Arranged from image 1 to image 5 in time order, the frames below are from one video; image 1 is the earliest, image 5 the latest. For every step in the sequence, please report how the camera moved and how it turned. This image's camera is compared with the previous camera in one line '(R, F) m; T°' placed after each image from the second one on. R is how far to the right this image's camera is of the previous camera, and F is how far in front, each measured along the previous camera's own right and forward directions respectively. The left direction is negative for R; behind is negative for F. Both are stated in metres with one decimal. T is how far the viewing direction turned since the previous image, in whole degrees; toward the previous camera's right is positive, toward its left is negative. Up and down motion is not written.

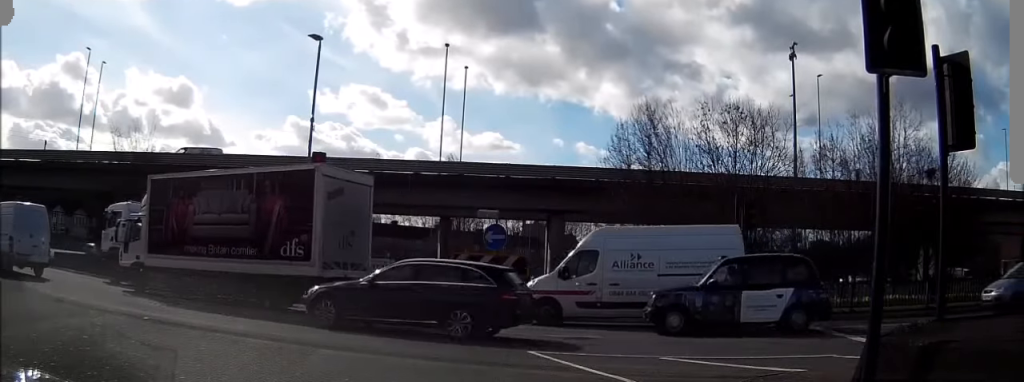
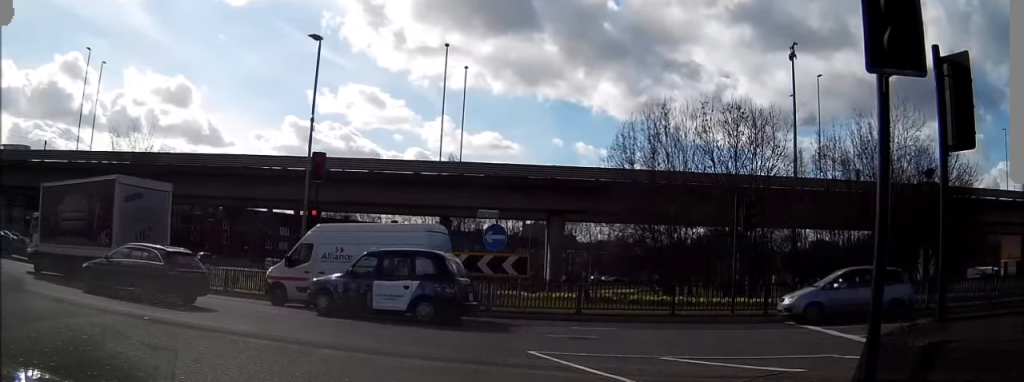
(0.0, 0.0) m; 0°
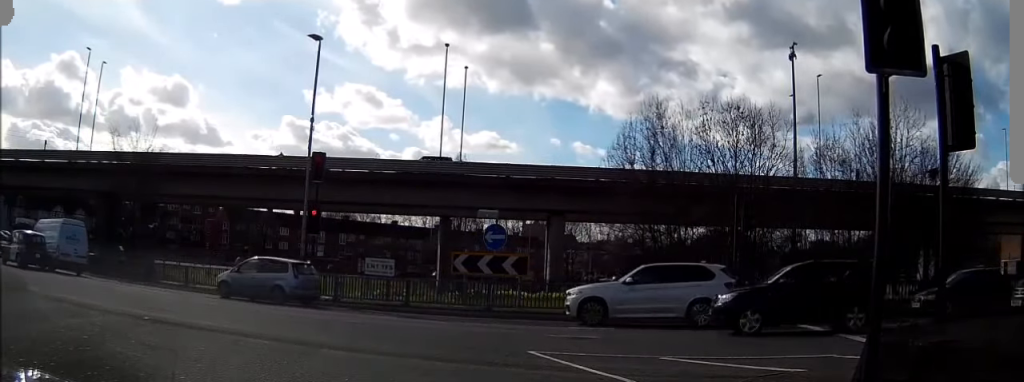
(0.0, 0.0) m; 0°
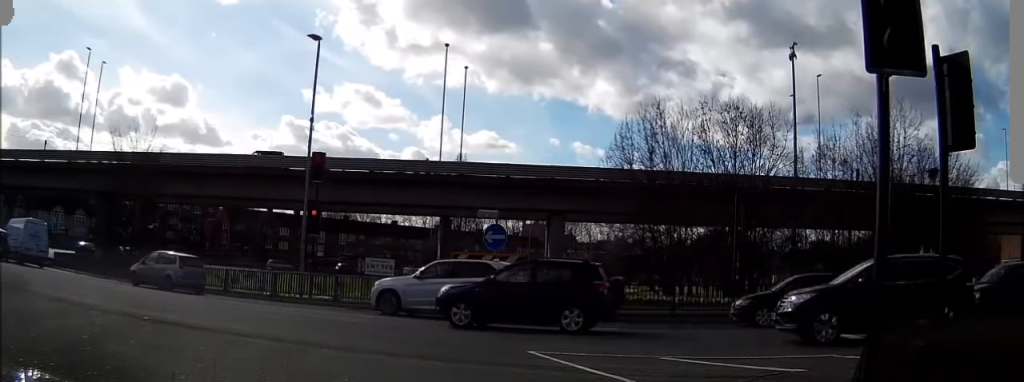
(0.0, 0.0) m; 0°
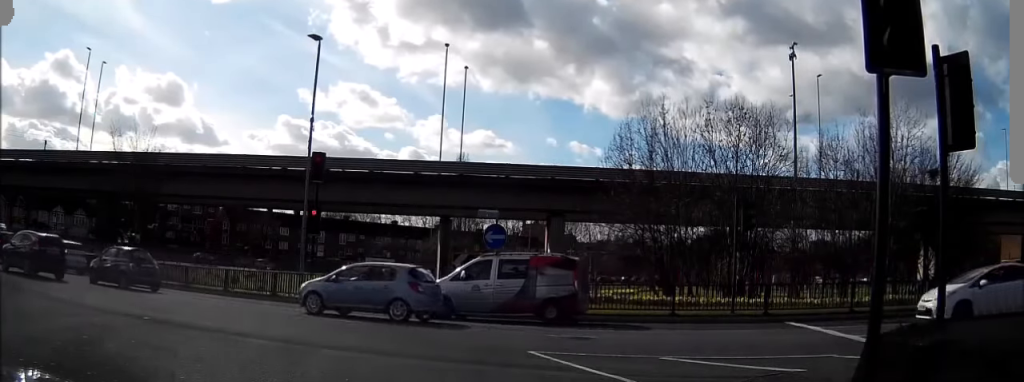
(0.0, 0.0) m; 0°
